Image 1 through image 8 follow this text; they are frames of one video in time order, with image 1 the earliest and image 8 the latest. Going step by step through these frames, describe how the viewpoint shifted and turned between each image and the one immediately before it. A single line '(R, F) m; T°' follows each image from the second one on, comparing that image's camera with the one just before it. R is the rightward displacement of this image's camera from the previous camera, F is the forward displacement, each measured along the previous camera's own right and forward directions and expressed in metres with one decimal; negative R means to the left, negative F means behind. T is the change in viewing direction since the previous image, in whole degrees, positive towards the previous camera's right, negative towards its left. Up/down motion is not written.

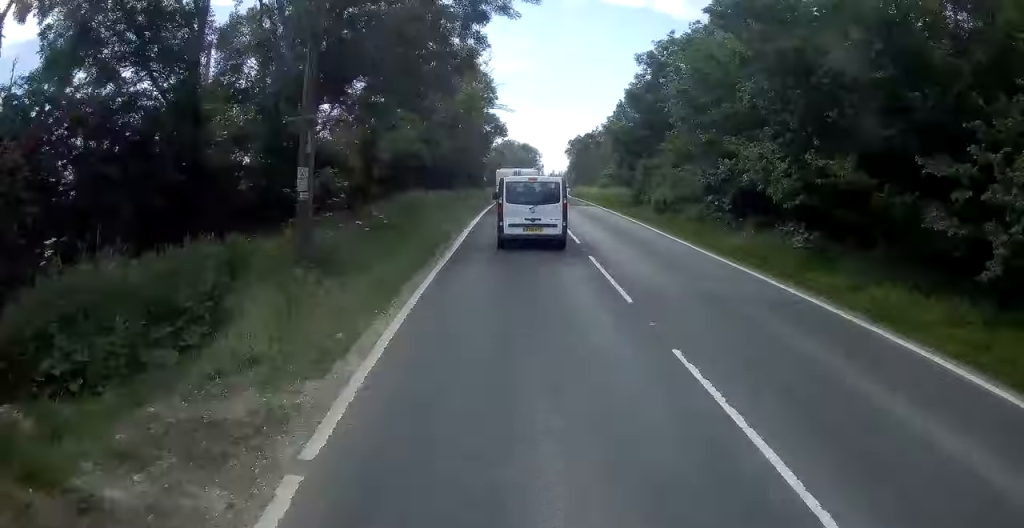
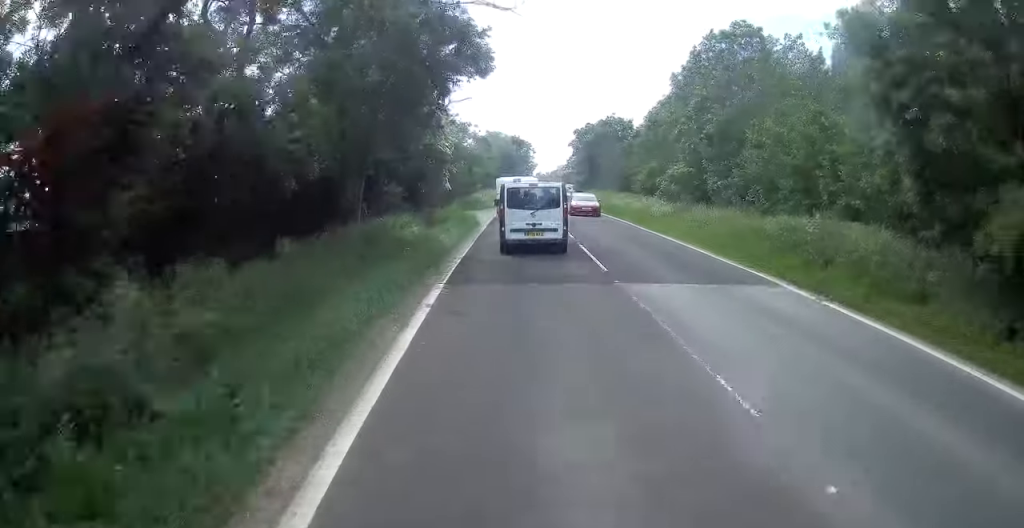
(+0.4, +32.1) m; +1°
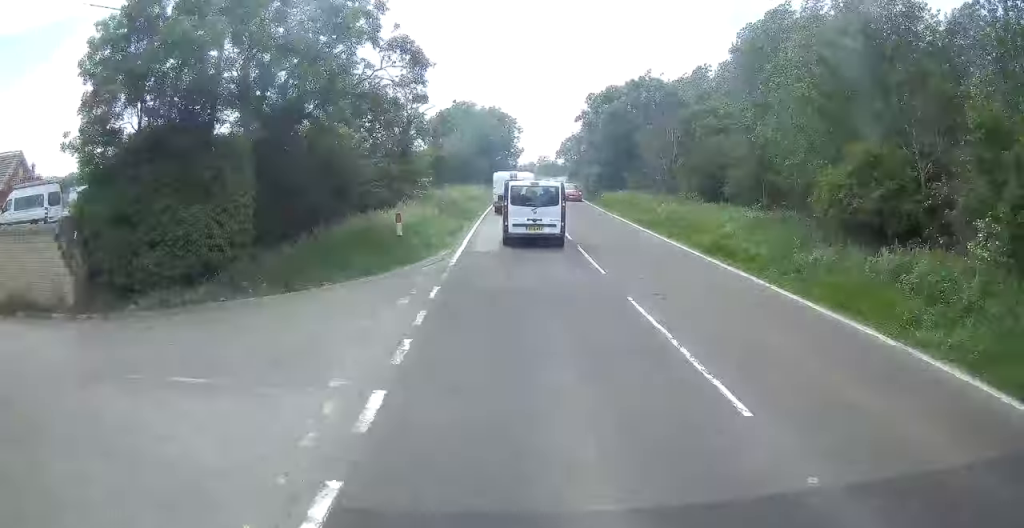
(0.0, +36.2) m; 0°
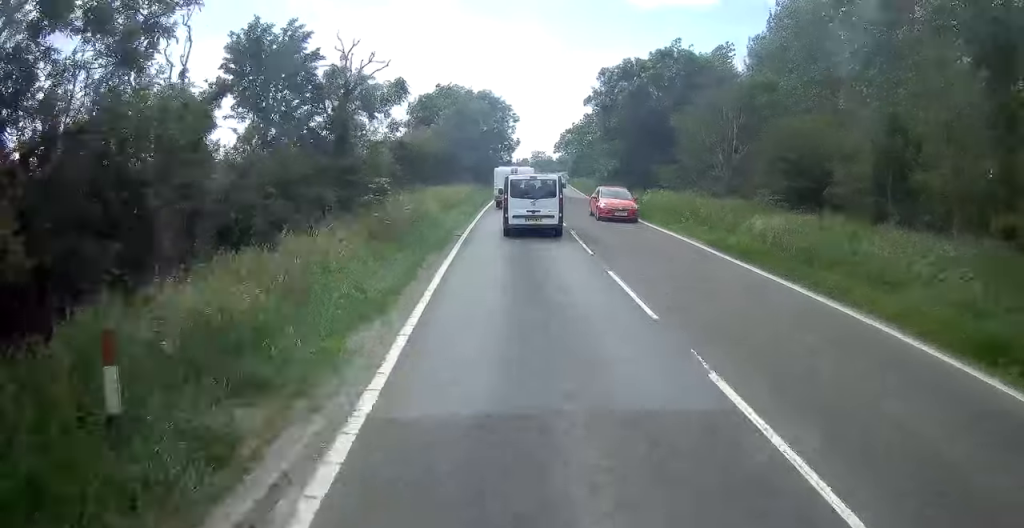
(0.0, +13.3) m; 0°
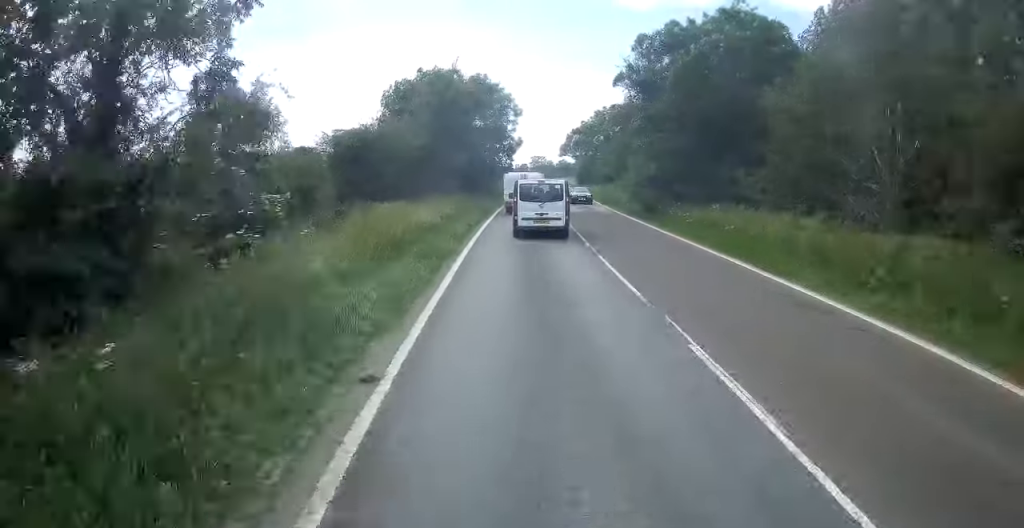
(0.0, +14.7) m; 0°
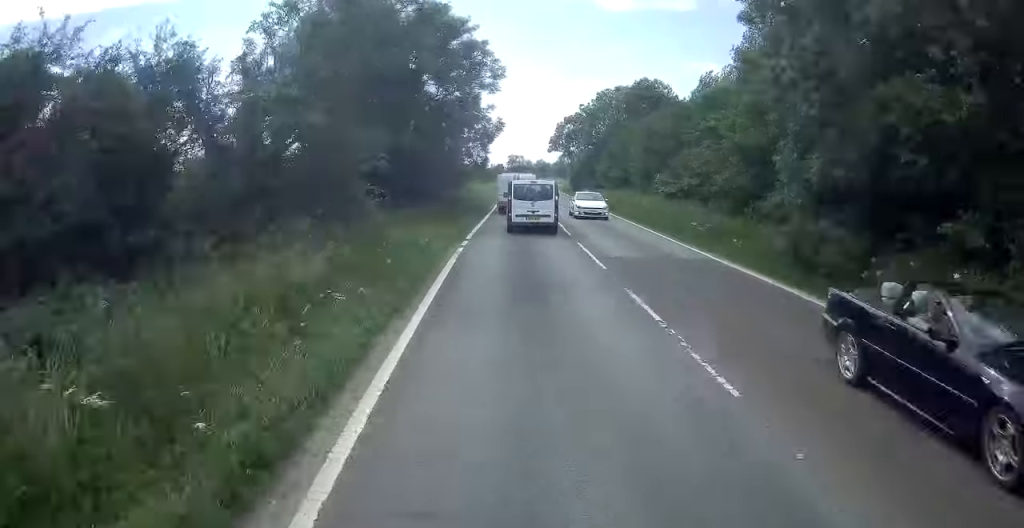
(0.0, +22.8) m; +3°
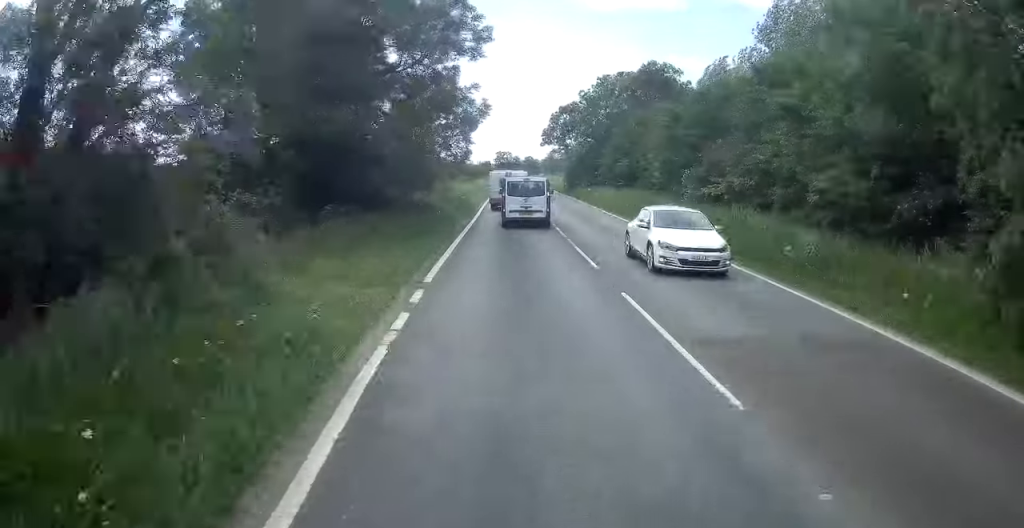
(+0.1, +9.5) m; +2°
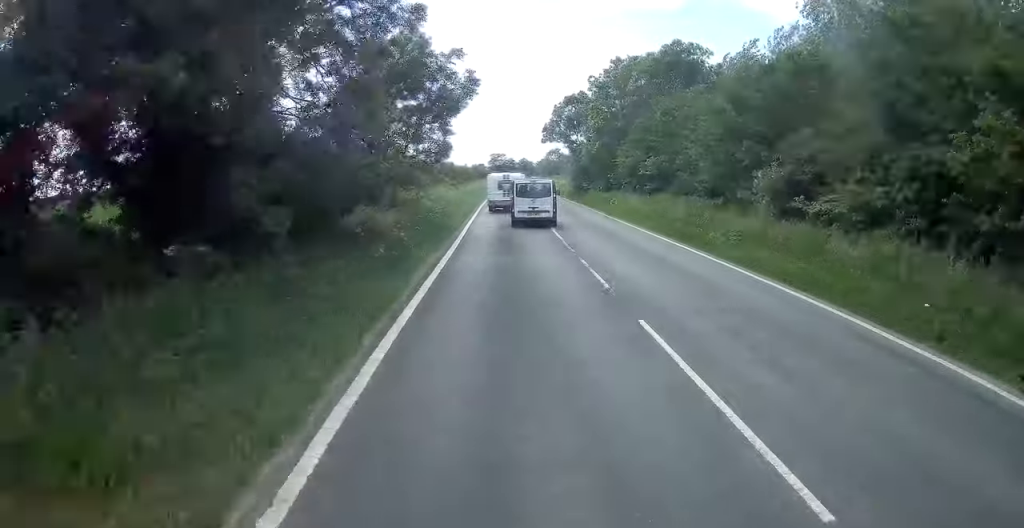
(+0.5, +11.0) m; +2°
